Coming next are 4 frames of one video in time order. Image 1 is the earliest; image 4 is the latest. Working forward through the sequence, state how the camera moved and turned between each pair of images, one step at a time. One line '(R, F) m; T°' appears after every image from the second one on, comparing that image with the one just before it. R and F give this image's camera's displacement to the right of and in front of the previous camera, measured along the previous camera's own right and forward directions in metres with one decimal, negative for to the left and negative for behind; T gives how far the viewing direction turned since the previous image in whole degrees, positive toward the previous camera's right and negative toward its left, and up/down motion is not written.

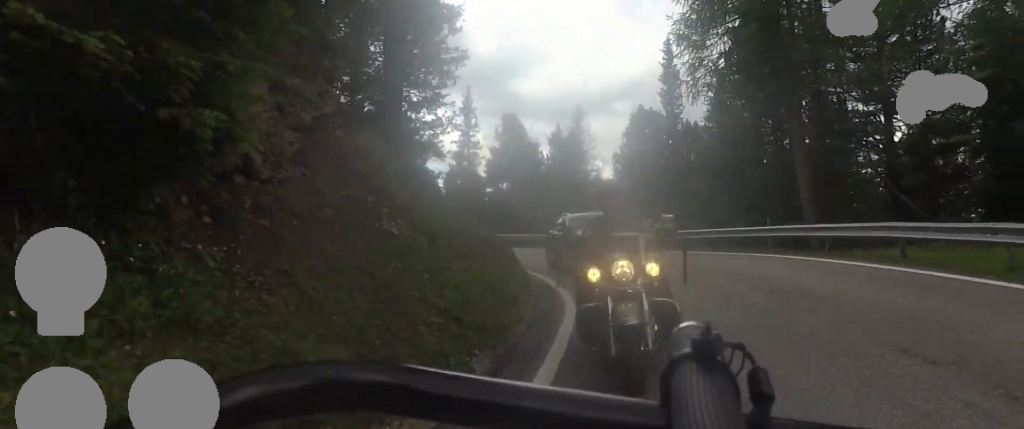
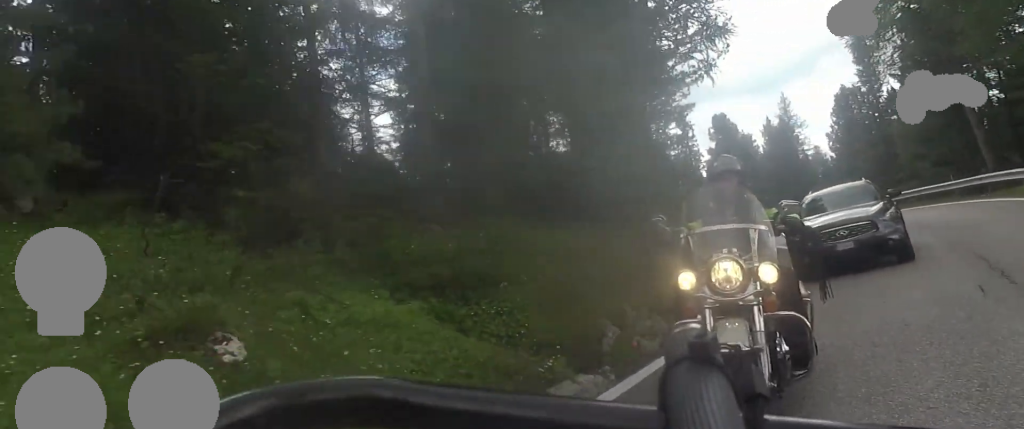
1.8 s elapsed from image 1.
(-0.9, +10.6) m; -11°
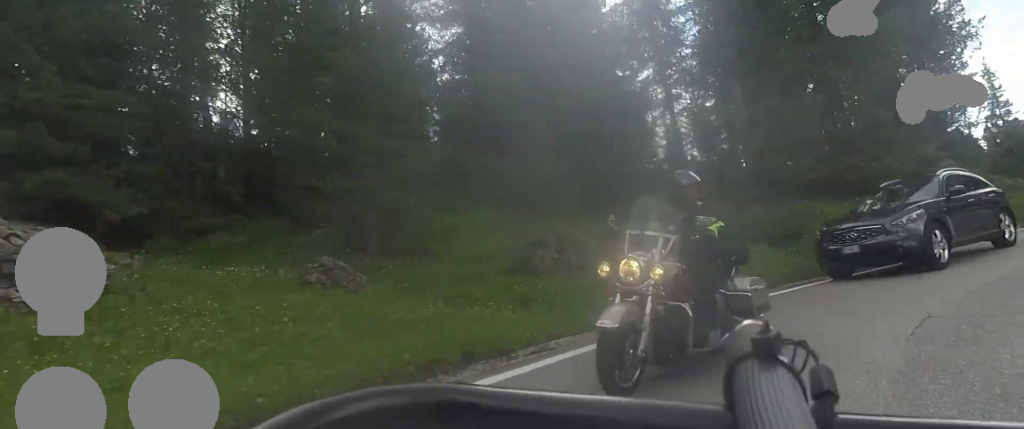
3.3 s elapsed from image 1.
(-1.3, +8.2) m; -24°
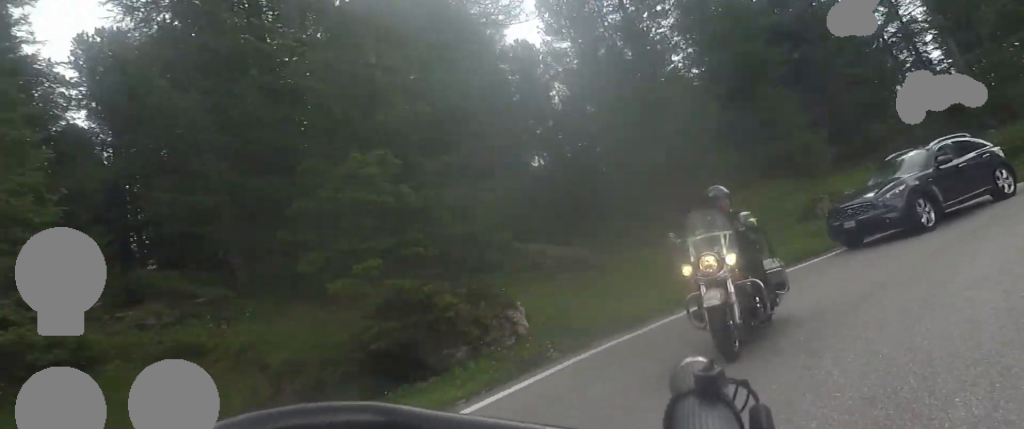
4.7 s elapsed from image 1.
(-1.4, +7.4) m; -20°
